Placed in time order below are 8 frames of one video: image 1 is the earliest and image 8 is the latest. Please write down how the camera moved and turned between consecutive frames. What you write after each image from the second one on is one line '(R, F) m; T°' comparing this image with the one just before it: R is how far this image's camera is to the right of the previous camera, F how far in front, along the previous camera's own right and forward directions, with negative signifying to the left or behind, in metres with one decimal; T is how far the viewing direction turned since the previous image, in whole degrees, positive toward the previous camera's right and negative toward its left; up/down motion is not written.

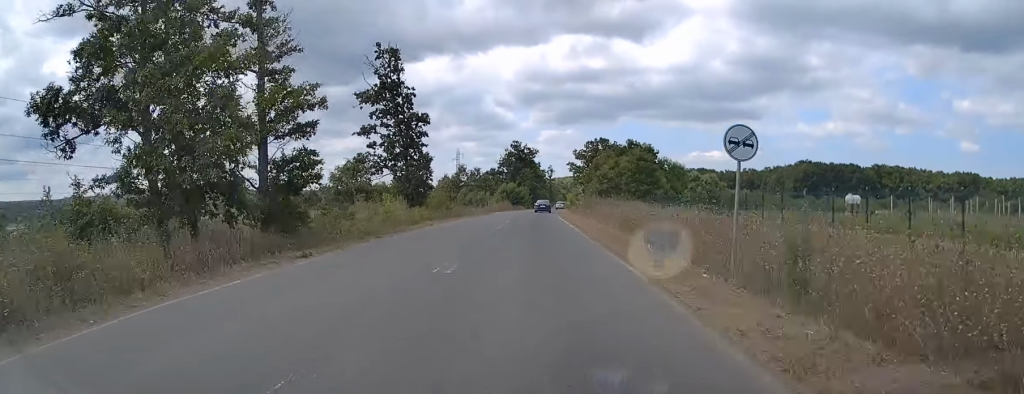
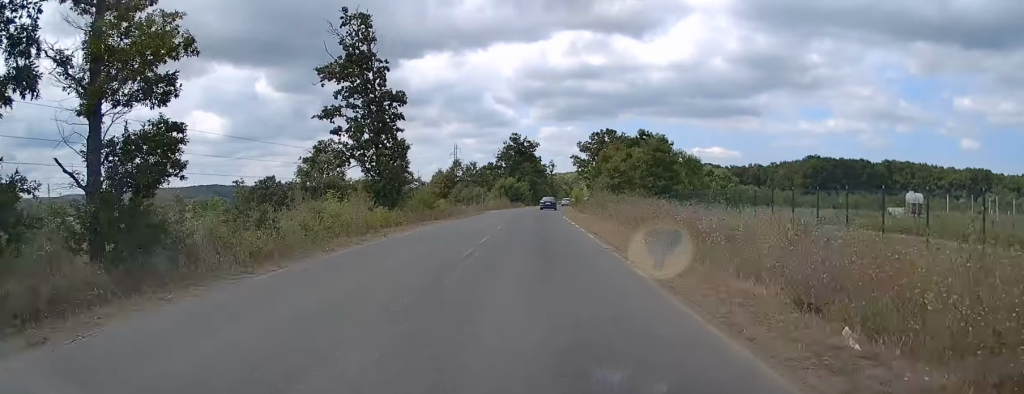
(+0.1, +10.7) m; 0°
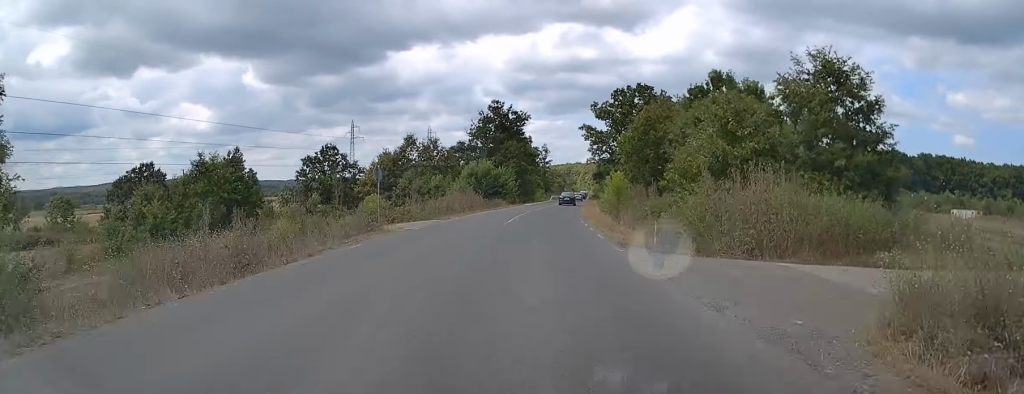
(-0.1, +43.9) m; +1°
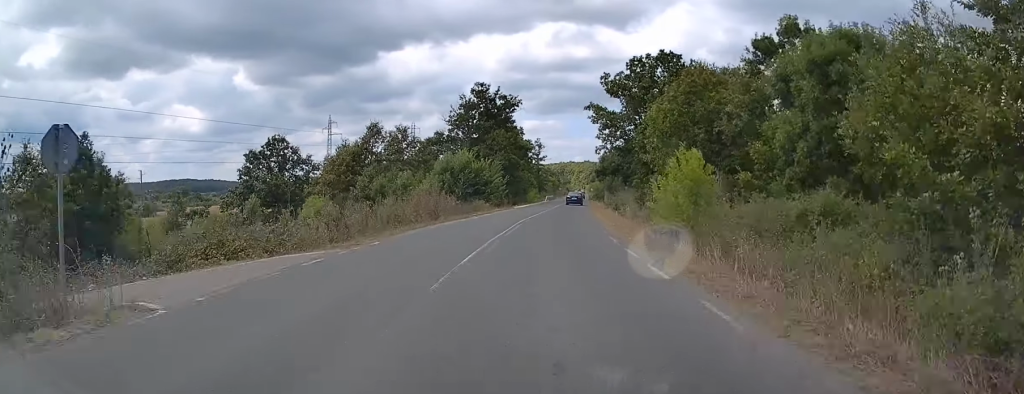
(+0.1, +17.6) m; +1°
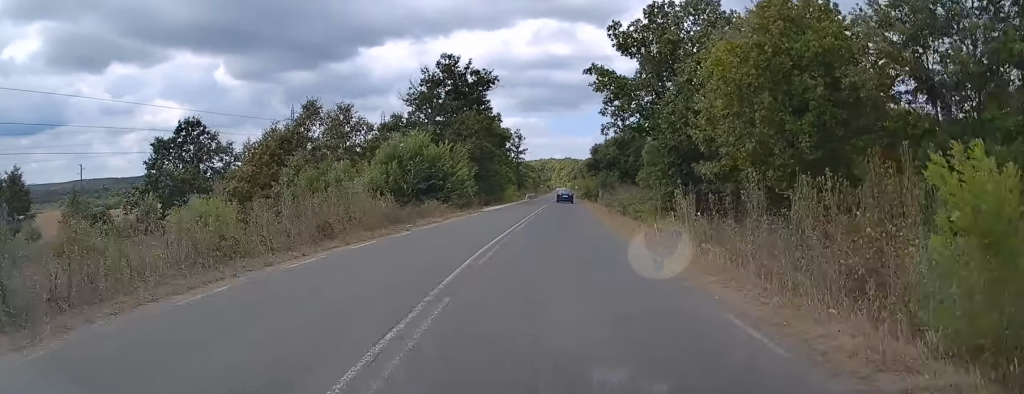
(+0.2, +16.9) m; +1°
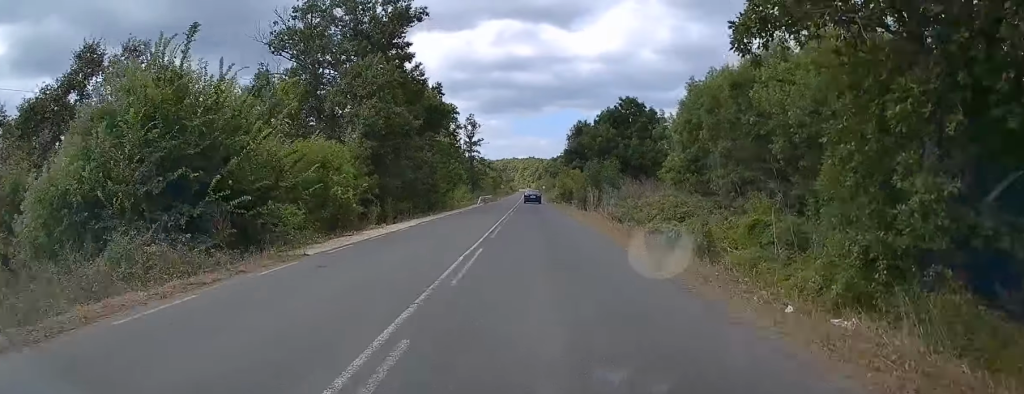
(+0.4, +28.9) m; +2°
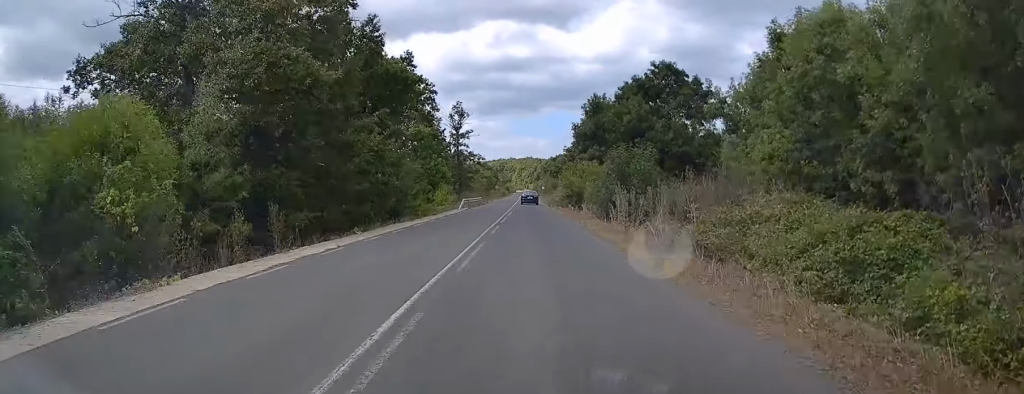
(+0.3, +16.2) m; +1°
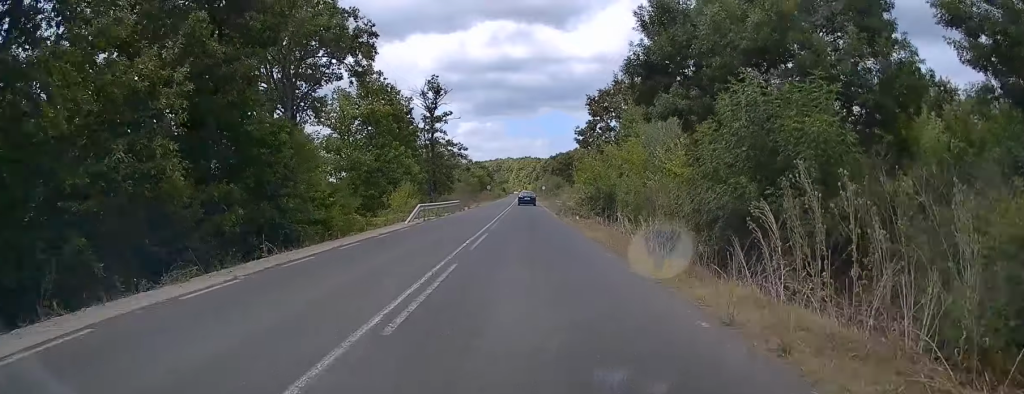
(+0.1, +22.0) m; 0°
